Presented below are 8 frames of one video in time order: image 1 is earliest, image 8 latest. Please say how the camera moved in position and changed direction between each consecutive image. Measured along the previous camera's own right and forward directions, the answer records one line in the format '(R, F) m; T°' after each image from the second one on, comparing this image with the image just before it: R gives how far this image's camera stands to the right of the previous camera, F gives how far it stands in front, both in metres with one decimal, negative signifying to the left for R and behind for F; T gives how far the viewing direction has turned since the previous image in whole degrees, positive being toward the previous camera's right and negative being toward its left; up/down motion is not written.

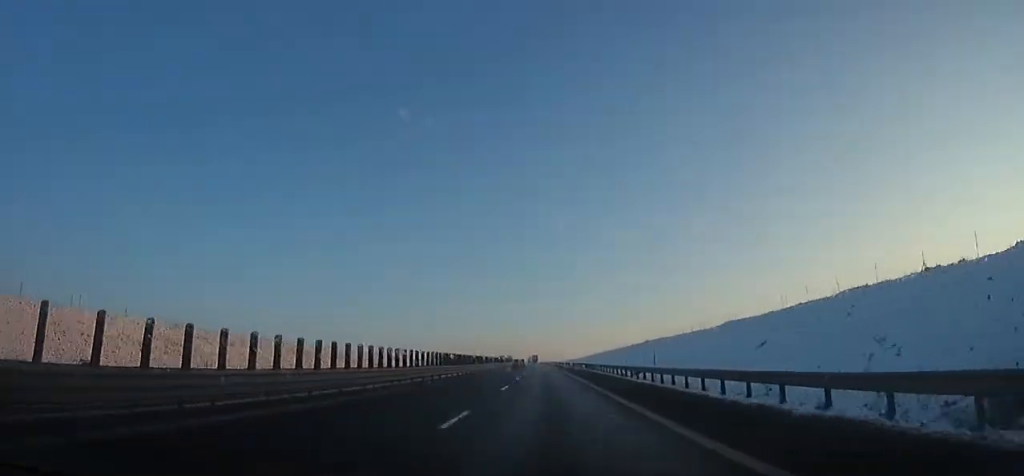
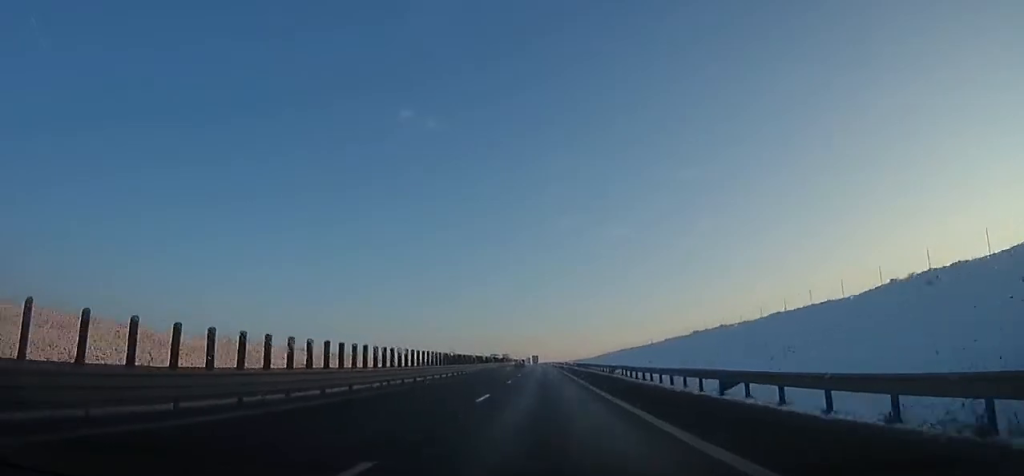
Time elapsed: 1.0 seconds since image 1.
(-0.5, +30.3) m; -1°
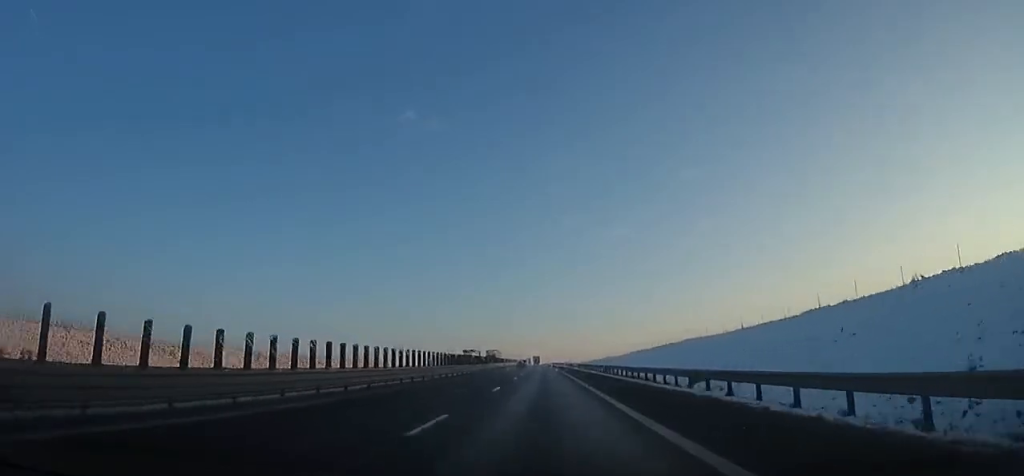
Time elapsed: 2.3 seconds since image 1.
(-0.2, +43.0) m; -1°
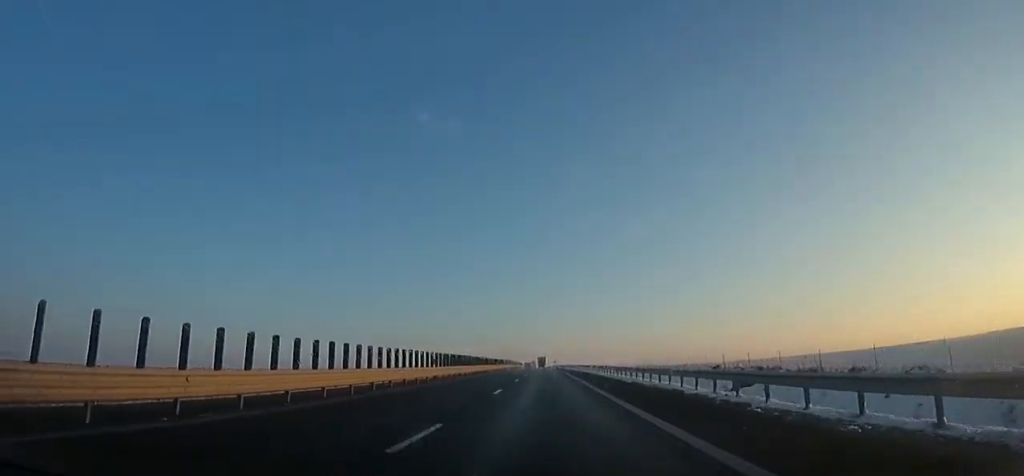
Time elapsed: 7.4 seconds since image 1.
(-2.4, +159.1) m; -2°
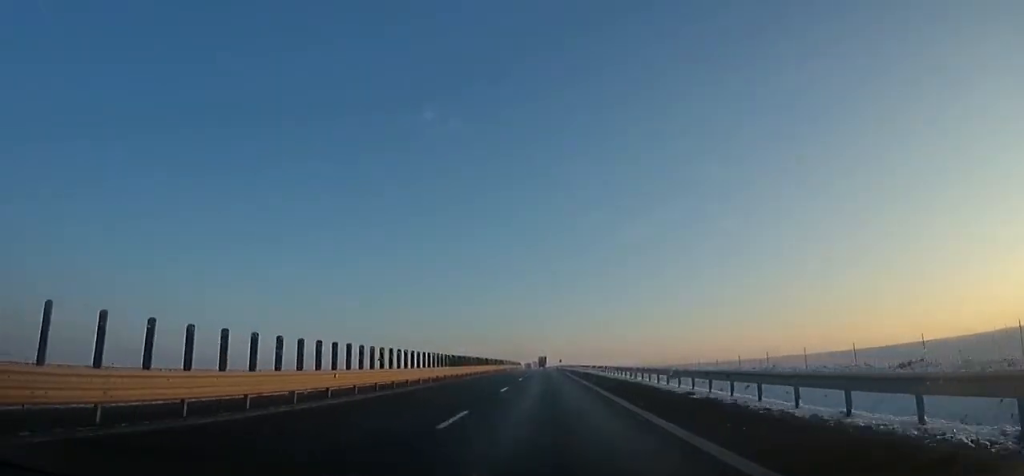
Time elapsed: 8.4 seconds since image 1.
(-0.5, +33.7) m; 0°
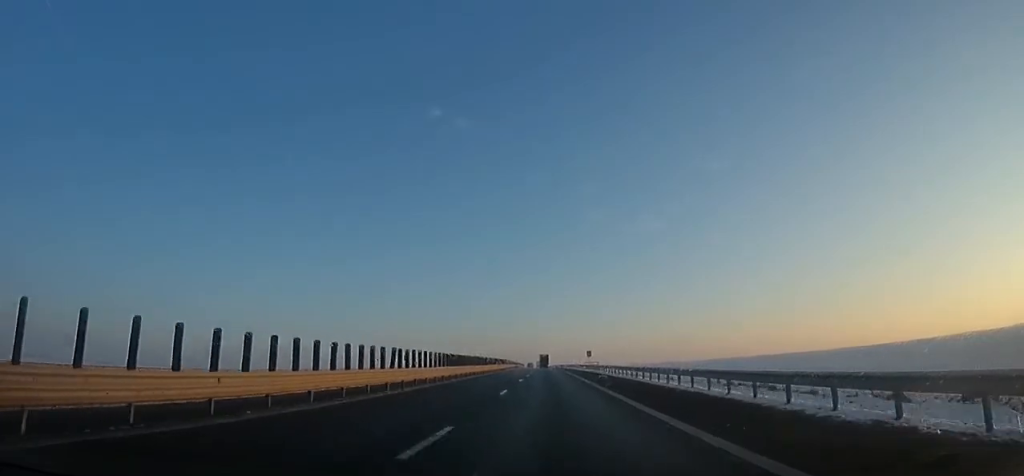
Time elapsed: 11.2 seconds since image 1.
(-0.8, +87.1) m; -1°
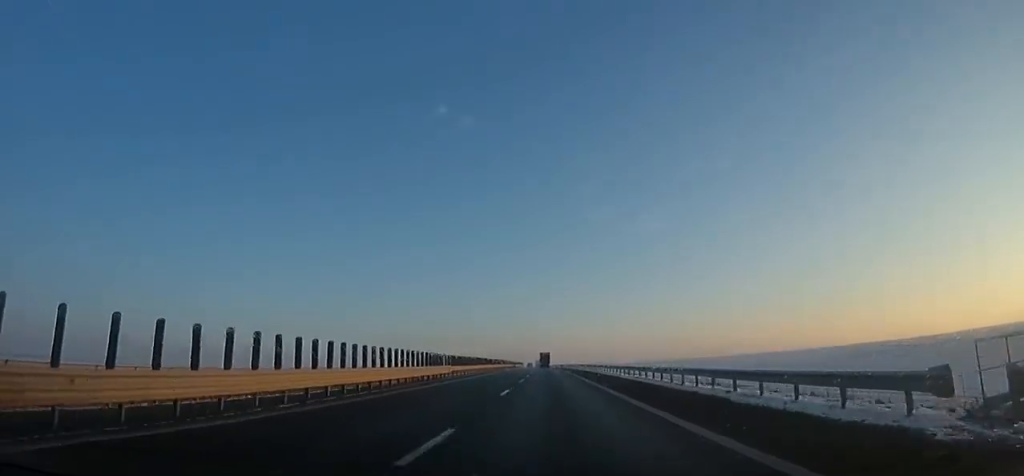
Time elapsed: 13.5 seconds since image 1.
(-0.3, +72.1) m; 0°
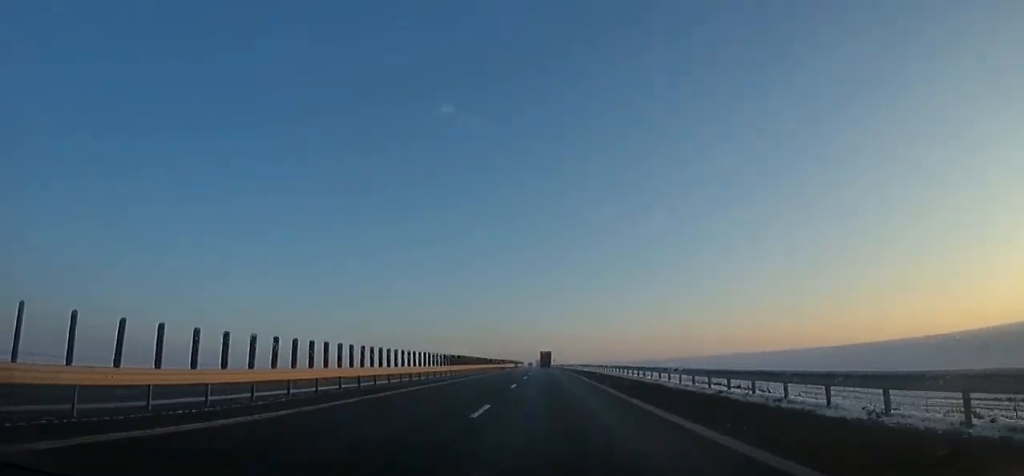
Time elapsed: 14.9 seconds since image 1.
(0.0, +42.9) m; 0°
